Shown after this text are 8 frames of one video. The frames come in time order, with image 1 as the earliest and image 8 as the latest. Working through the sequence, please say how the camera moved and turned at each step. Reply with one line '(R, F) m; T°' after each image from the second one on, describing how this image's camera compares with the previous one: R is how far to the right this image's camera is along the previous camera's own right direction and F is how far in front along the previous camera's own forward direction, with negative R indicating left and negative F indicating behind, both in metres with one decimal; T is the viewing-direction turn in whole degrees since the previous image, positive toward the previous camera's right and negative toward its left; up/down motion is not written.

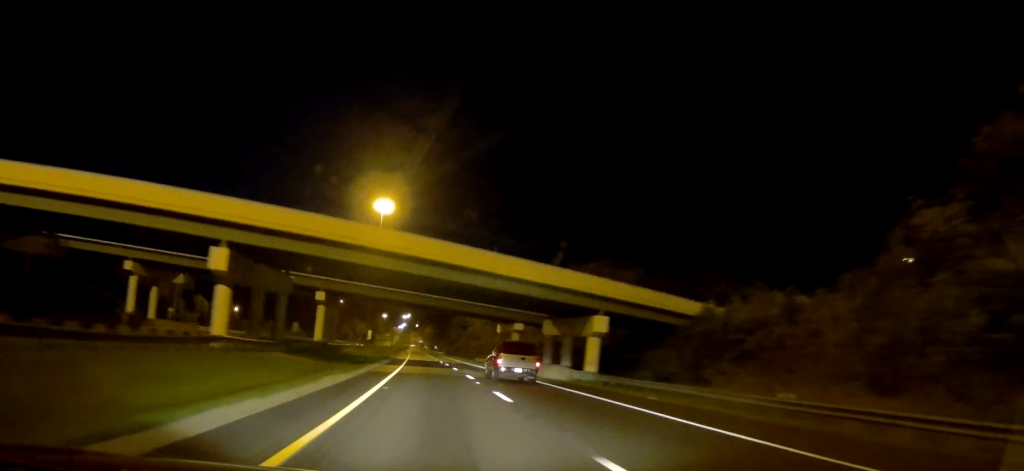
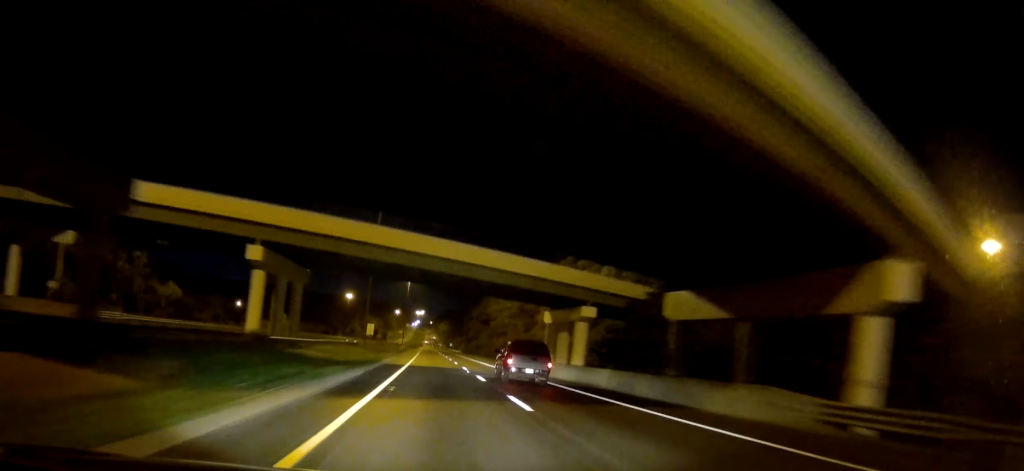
(-0.7, +27.2) m; 0°
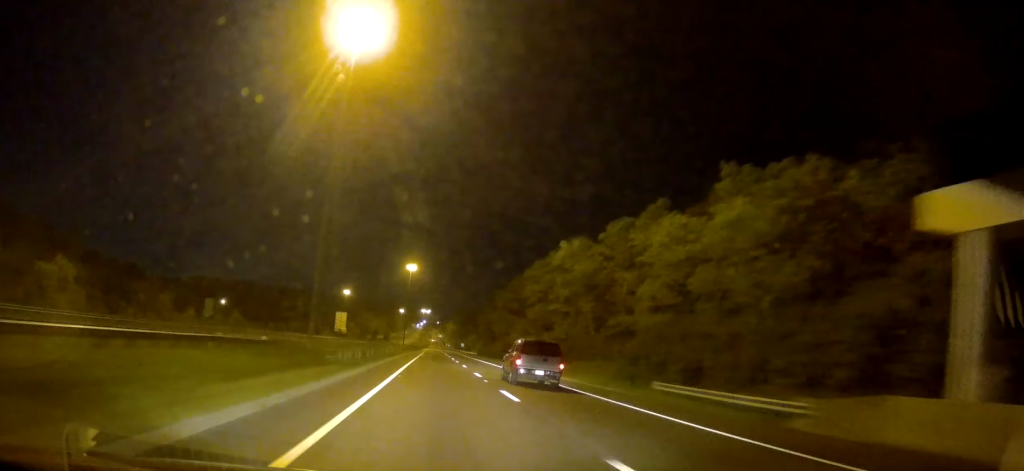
(+1.5, +48.1) m; +1°
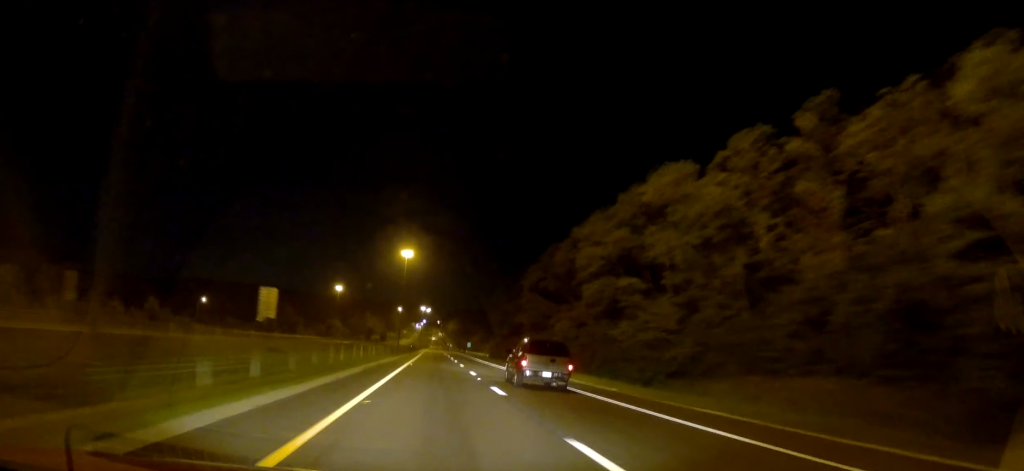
(-0.8, +35.8) m; -1°
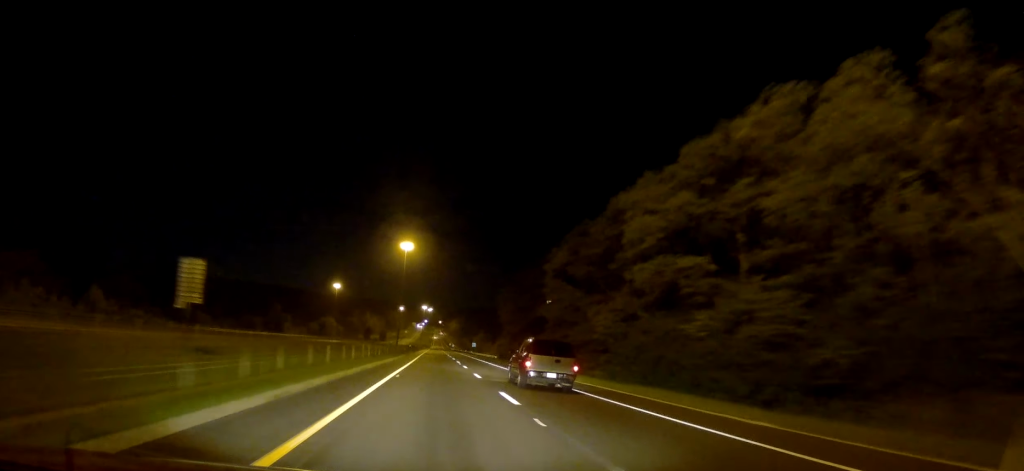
(0.0, +15.3) m; 0°
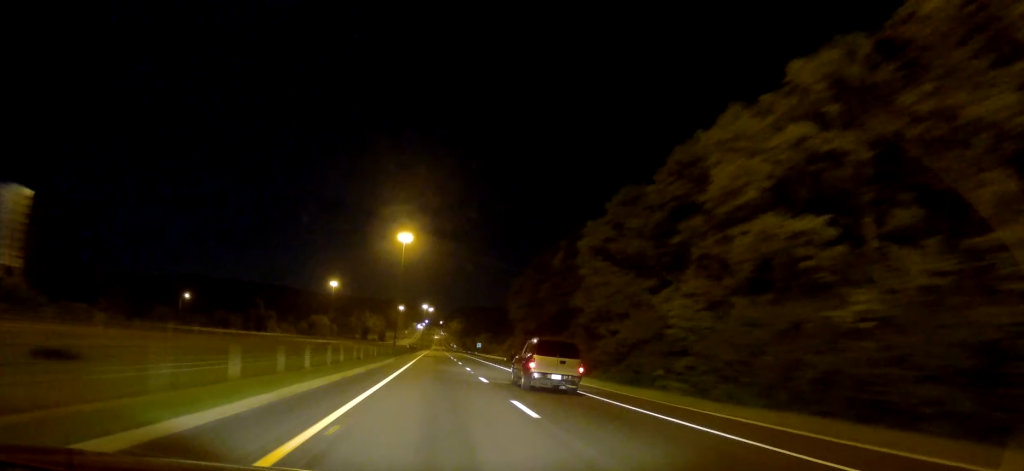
(+0.3, +15.4) m; 0°
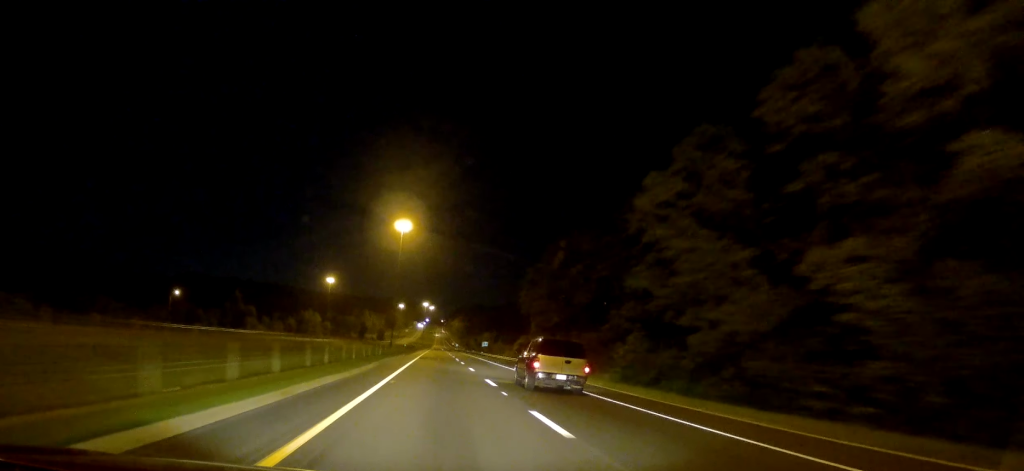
(+0.1, +15.5) m; 0°
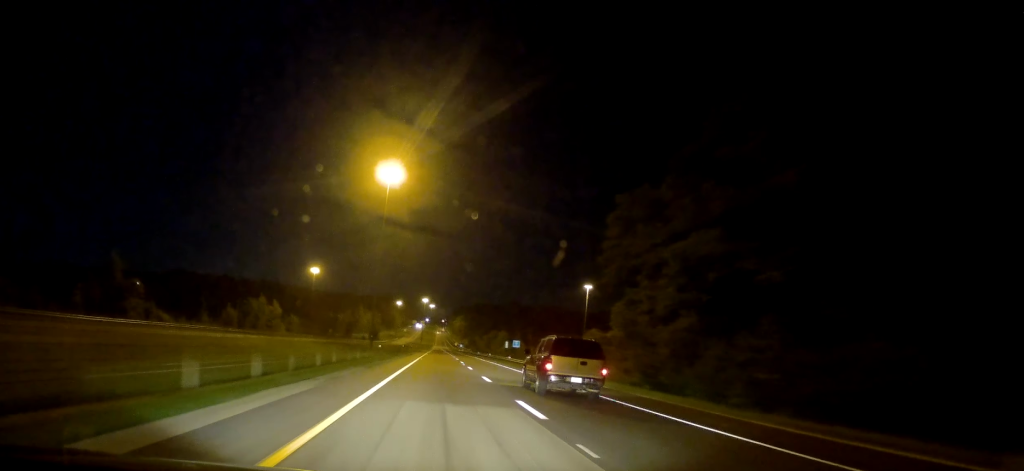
(-0.2, +48.0) m; +1°
